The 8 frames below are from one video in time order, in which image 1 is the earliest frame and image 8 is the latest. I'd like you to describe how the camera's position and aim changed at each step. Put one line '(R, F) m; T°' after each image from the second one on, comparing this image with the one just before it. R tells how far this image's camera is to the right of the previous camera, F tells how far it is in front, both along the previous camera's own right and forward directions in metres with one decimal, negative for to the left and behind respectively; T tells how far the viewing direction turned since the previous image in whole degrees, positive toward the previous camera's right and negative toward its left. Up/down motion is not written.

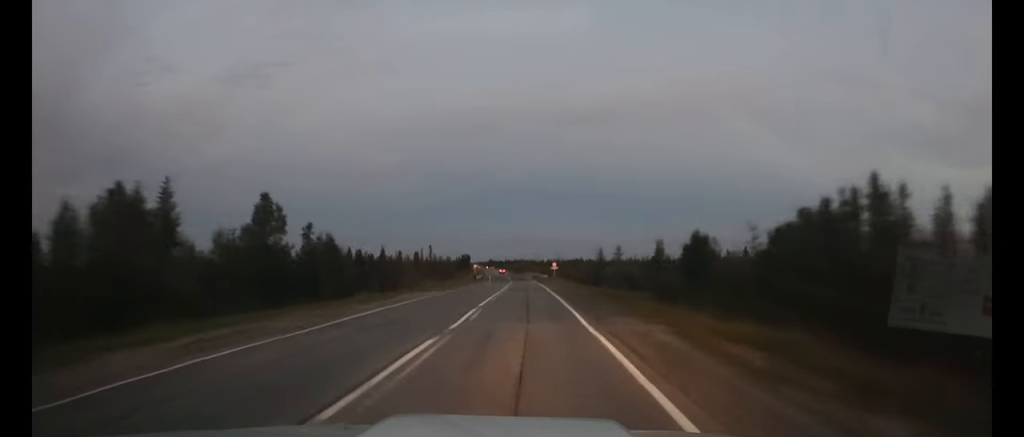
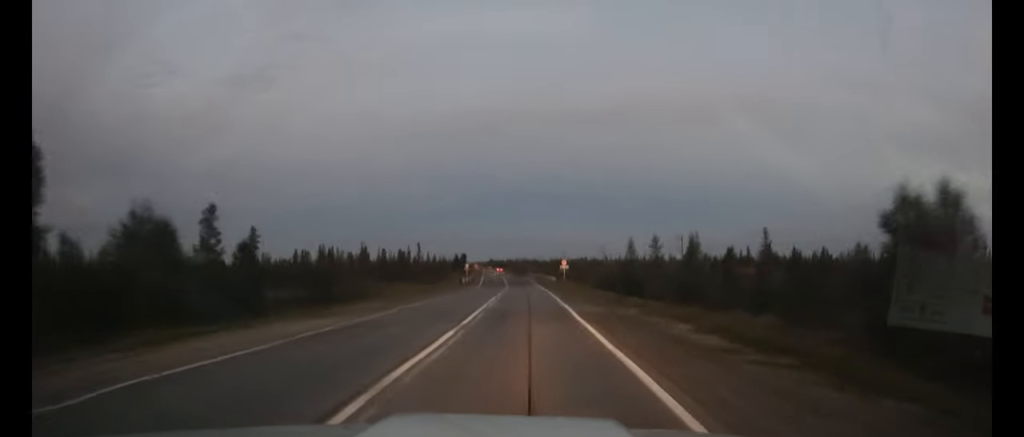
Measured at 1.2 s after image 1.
(-0.2, +24.9) m; -1°
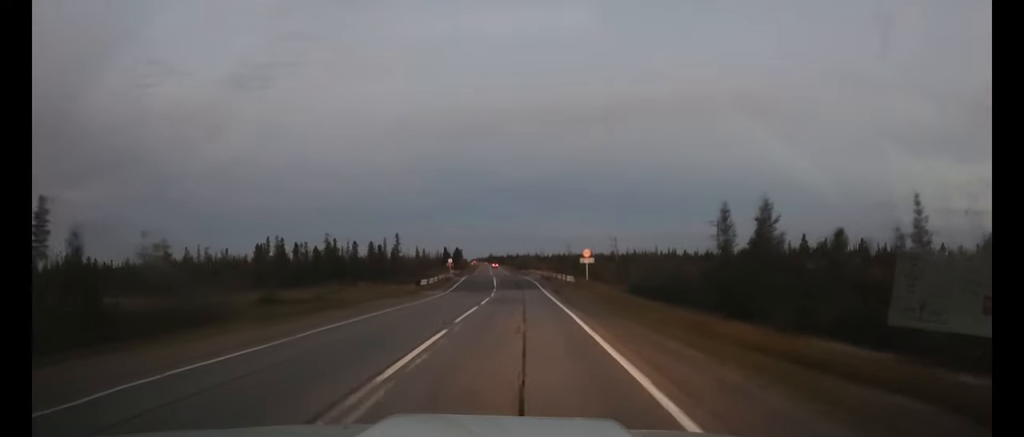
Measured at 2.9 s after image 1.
(-0.1, +30.2) m; 0°
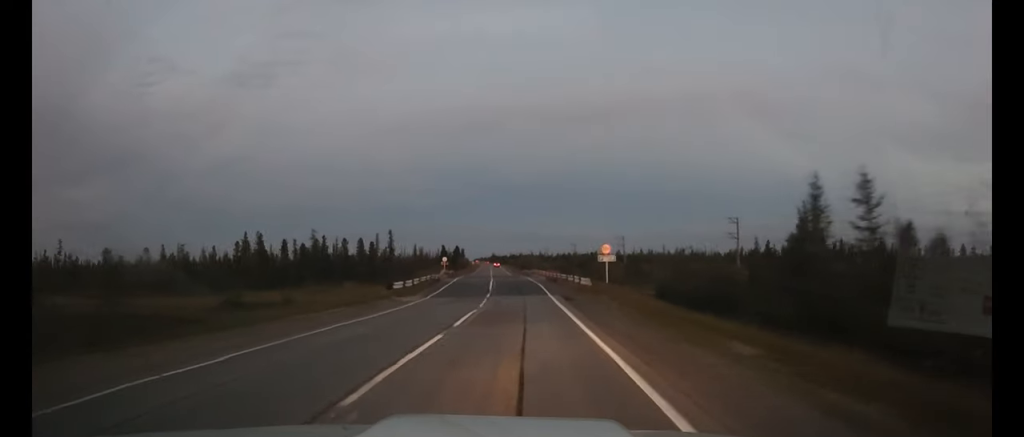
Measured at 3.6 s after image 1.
(0.0, +10.4) m; 0°
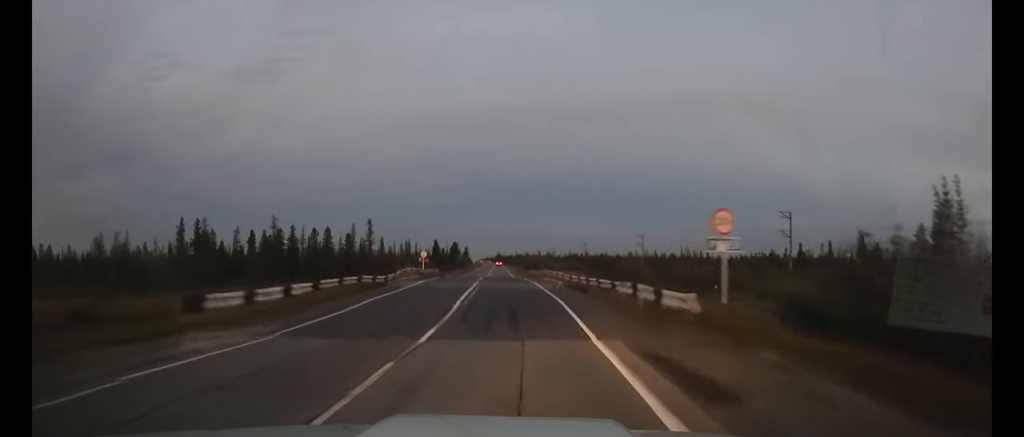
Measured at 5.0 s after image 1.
(-0.1, +22.2) m; -1°
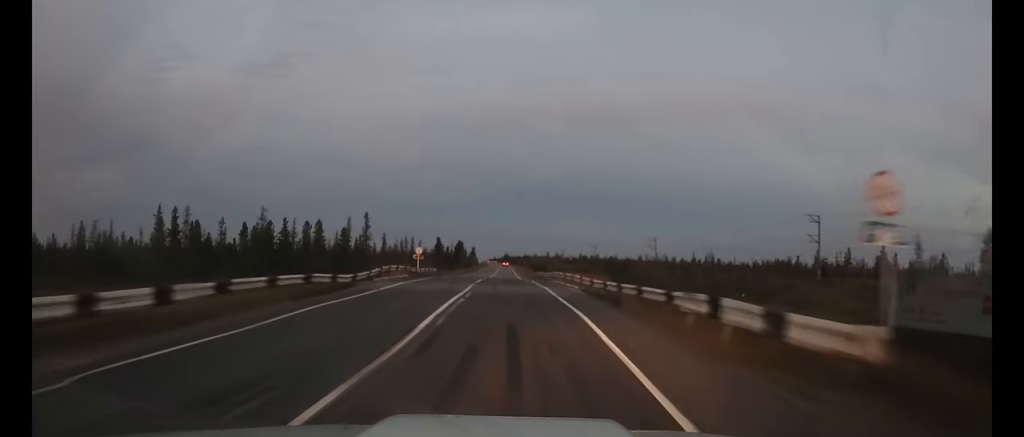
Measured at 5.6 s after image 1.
(0.0, +7.7) m; 0°
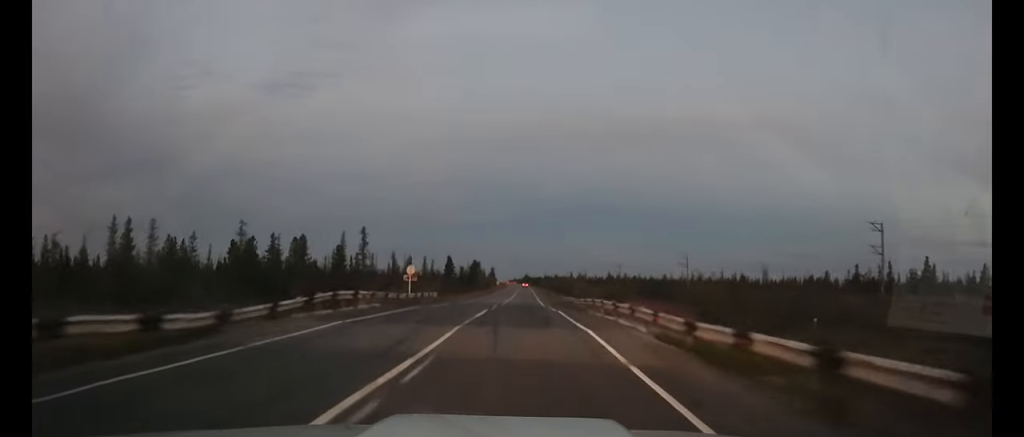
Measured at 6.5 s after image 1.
(-0.1, +13.3) m; -1°
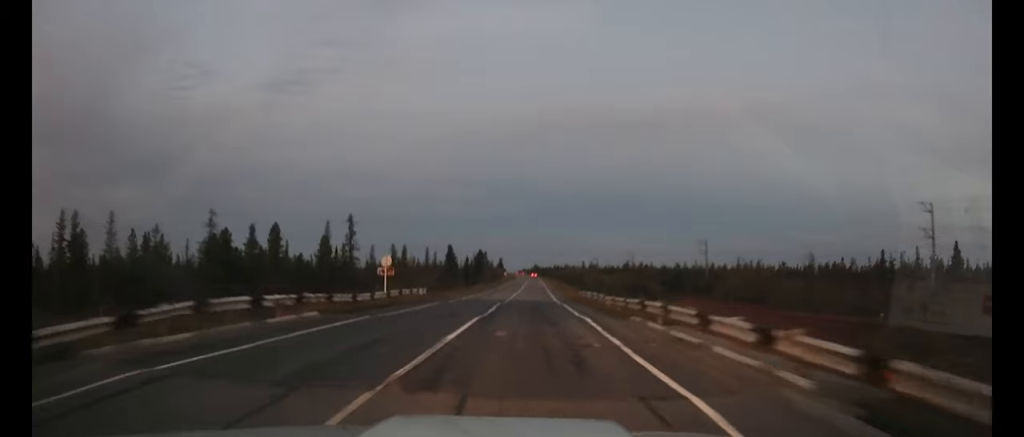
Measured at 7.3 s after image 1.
(-0.2, +10.1) m; -2°
